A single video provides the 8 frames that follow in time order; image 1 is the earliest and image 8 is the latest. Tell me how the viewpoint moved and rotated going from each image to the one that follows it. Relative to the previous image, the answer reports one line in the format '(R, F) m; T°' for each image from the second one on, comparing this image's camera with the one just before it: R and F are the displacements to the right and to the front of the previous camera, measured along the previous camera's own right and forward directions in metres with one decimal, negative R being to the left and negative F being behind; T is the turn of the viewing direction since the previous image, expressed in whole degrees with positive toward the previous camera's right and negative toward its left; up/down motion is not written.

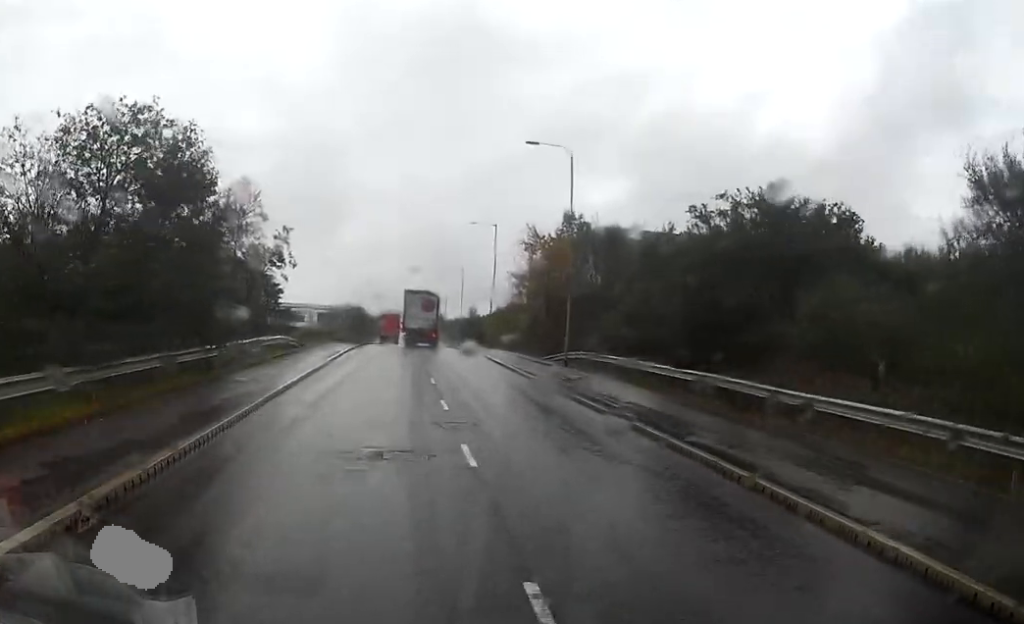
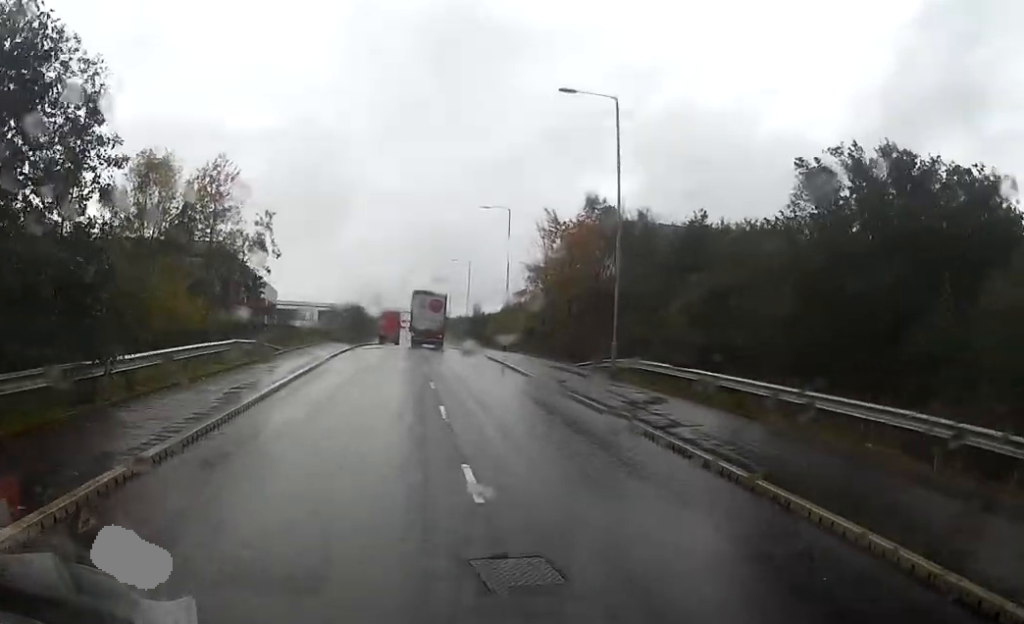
(-0.2, +8.2) m; 0°
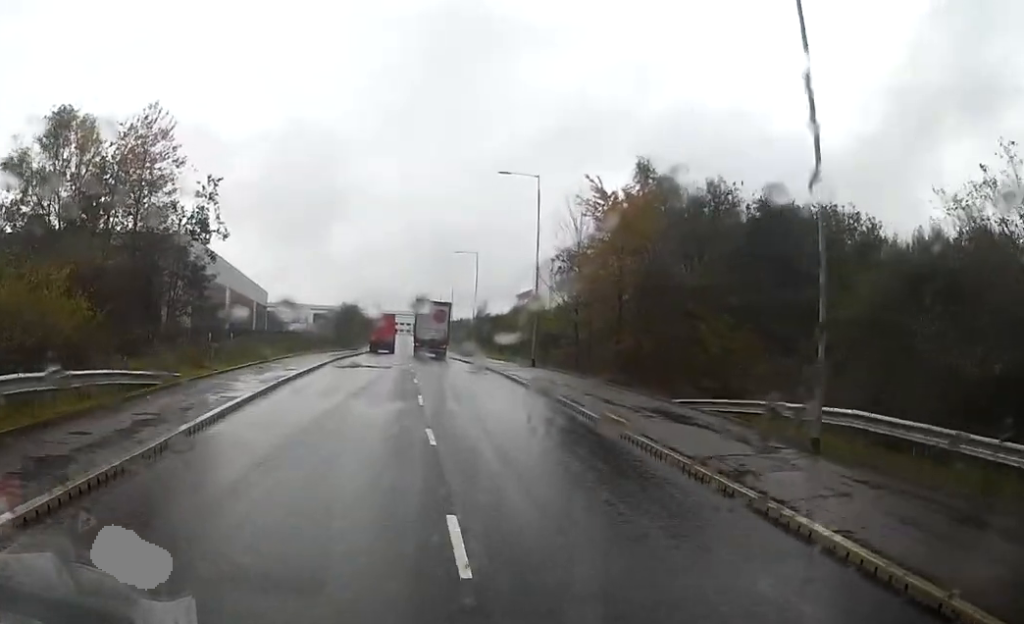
(+0.5, +14.7) m; +3°
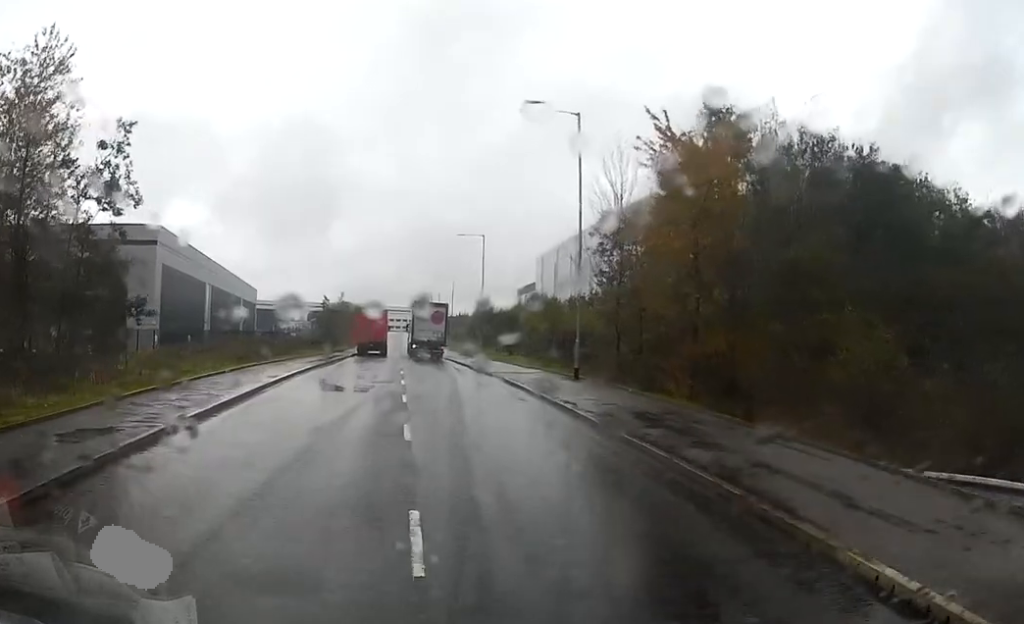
(-0.1, +12.1) m; -1°
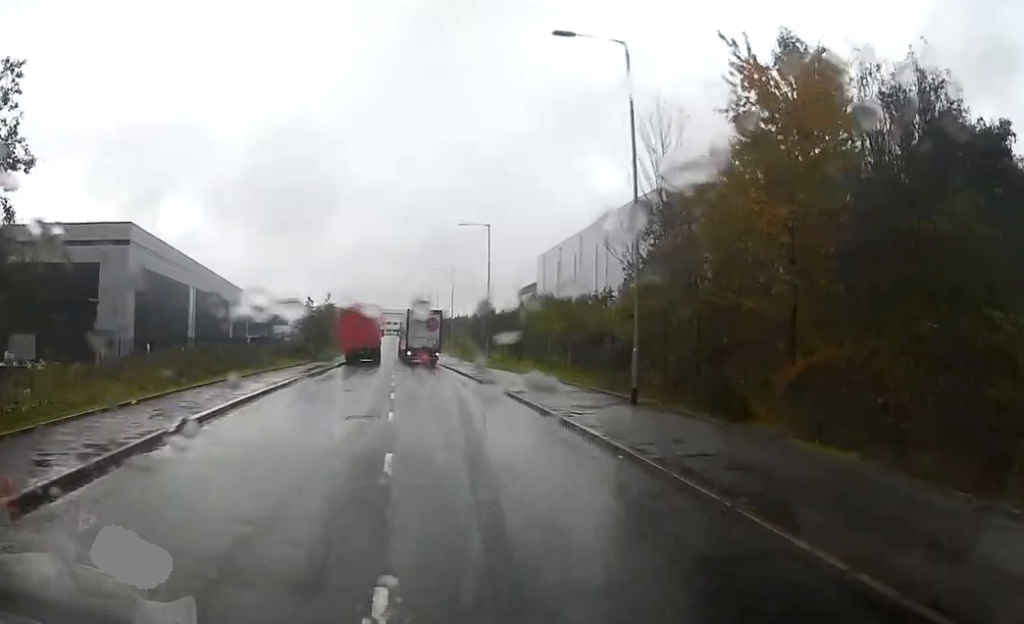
(0.0, +8.1) m; 0°
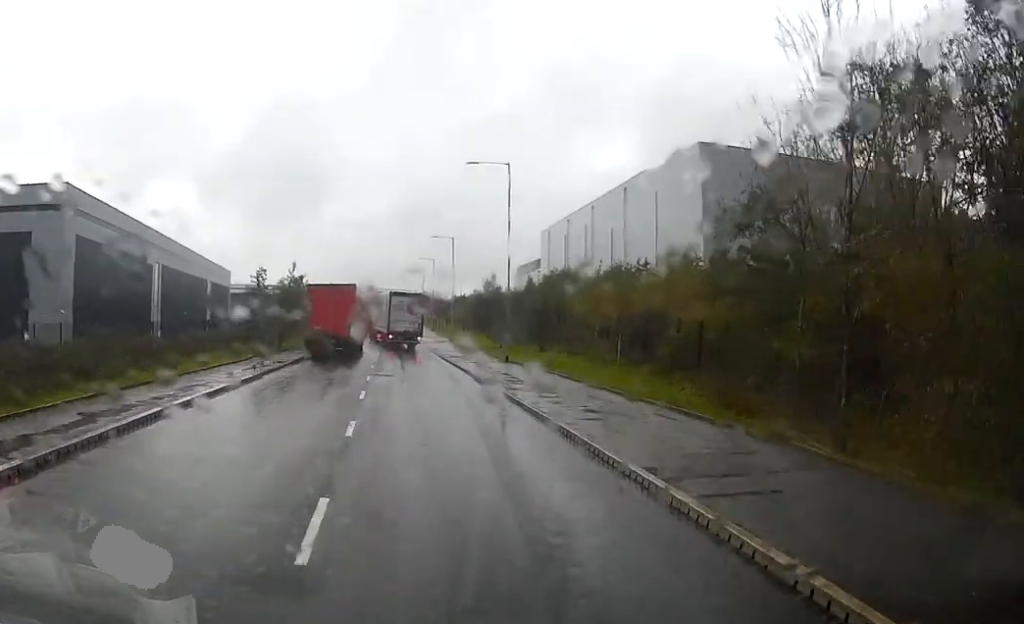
(+0.1, +15.2) m; +2°
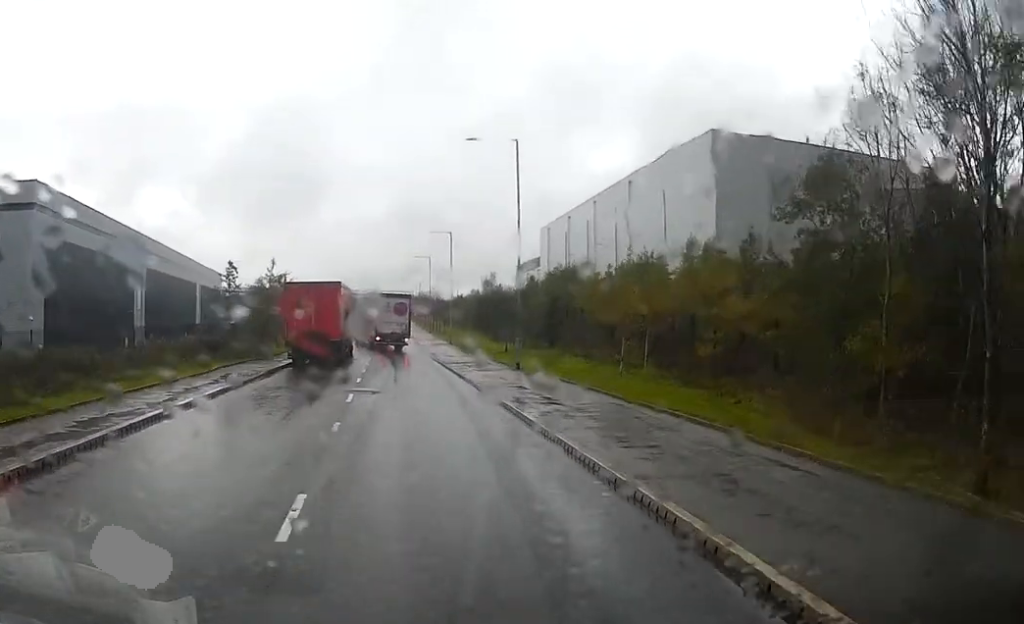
(+0.2, +5.5) m; 0°
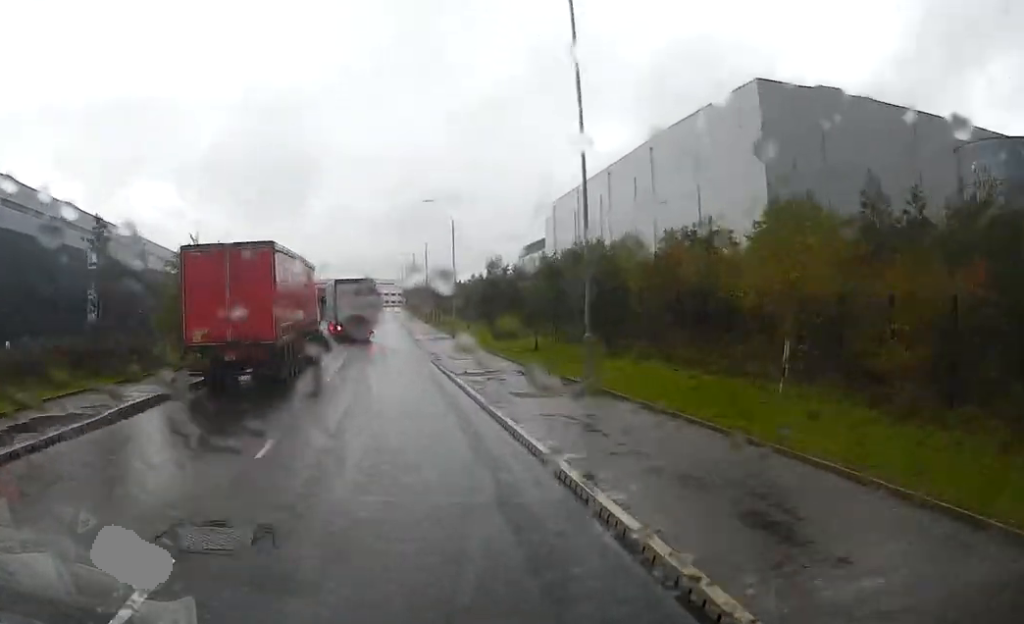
(-0.2, +14.3) m; 0°
